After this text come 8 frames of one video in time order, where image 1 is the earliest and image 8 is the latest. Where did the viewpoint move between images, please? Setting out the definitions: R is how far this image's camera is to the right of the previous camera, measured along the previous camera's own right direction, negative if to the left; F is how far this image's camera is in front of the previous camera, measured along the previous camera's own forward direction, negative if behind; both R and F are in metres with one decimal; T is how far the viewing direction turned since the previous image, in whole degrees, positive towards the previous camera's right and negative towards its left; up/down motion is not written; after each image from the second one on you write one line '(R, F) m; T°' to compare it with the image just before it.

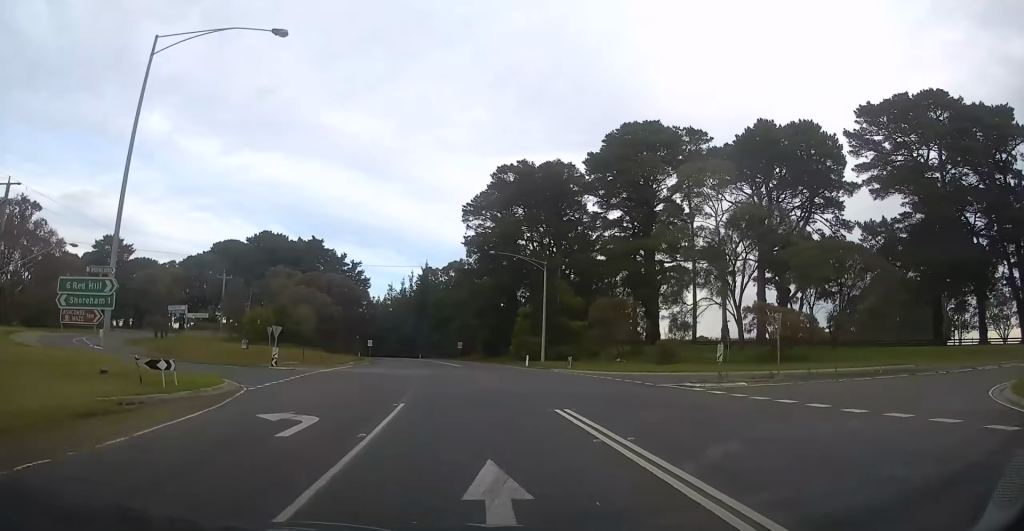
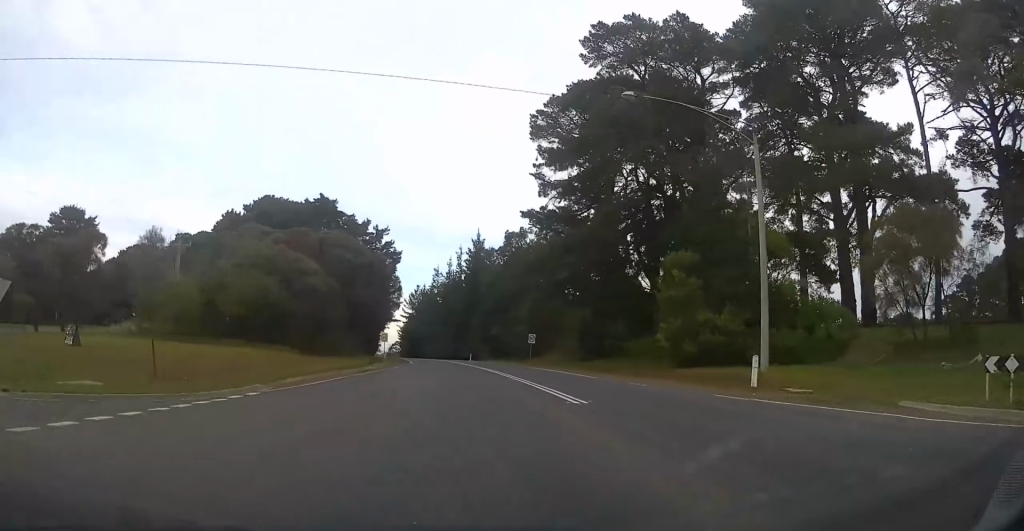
(-1.9, +36.7) m; -5°
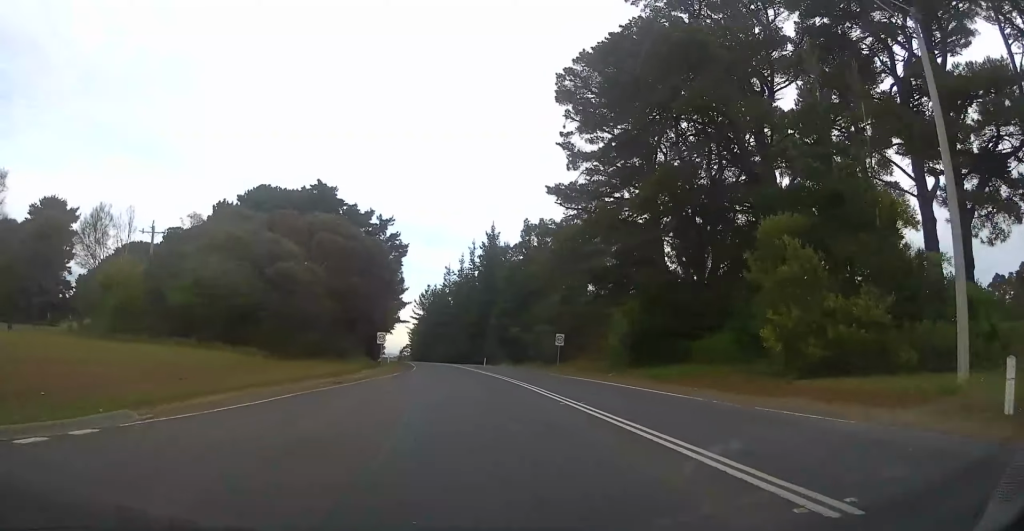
(0.0, +10.1) m; -1°
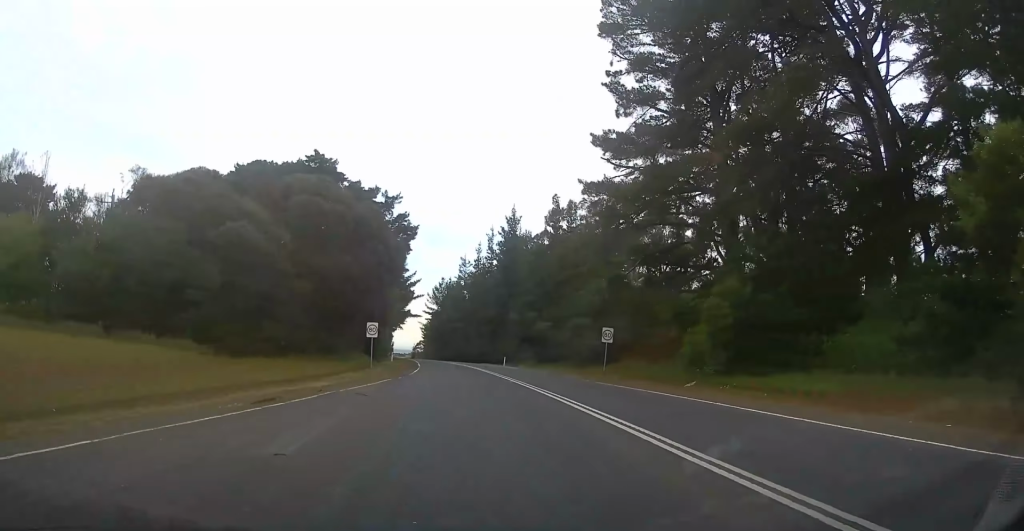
(+0.1, +10.8) m; -1°
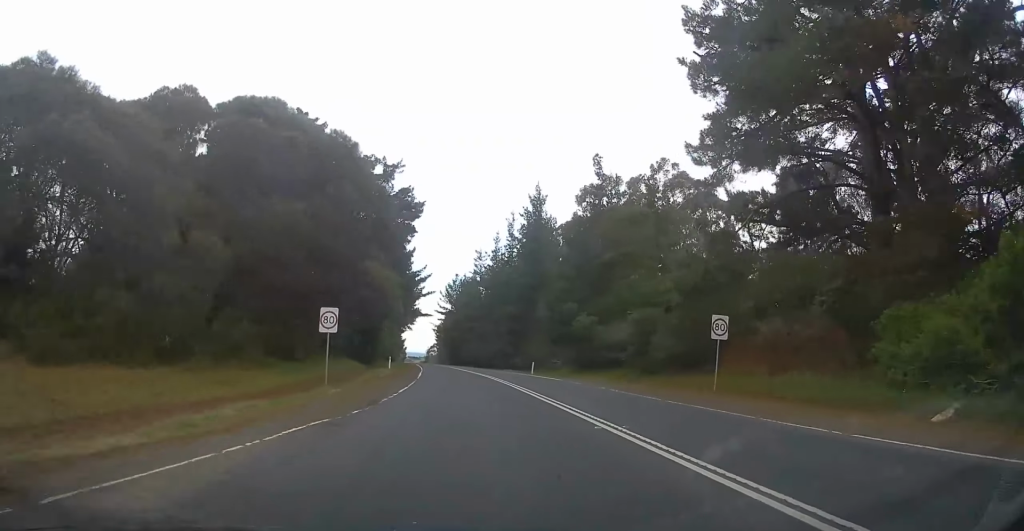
(-0.3, +15.1) m; -2°
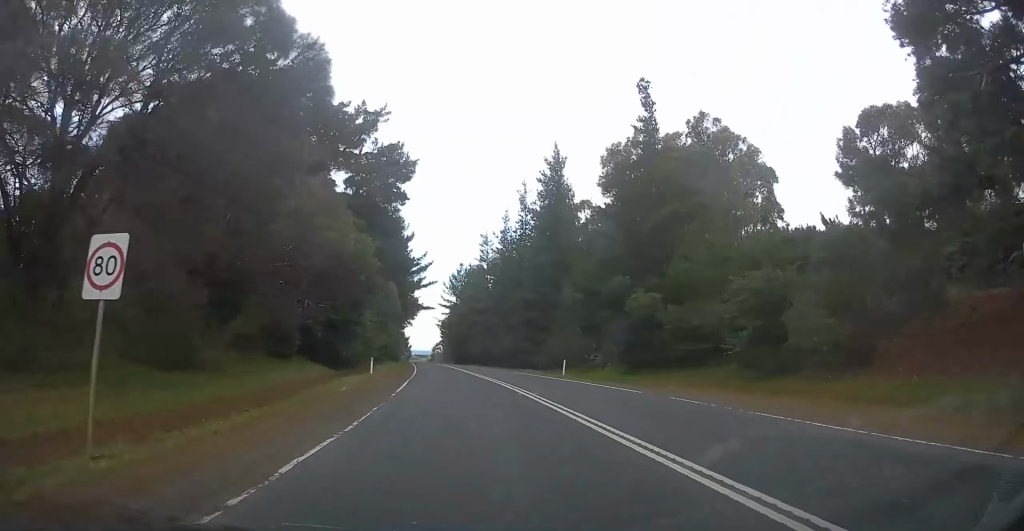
(-0.1, +13.5) m; -2°
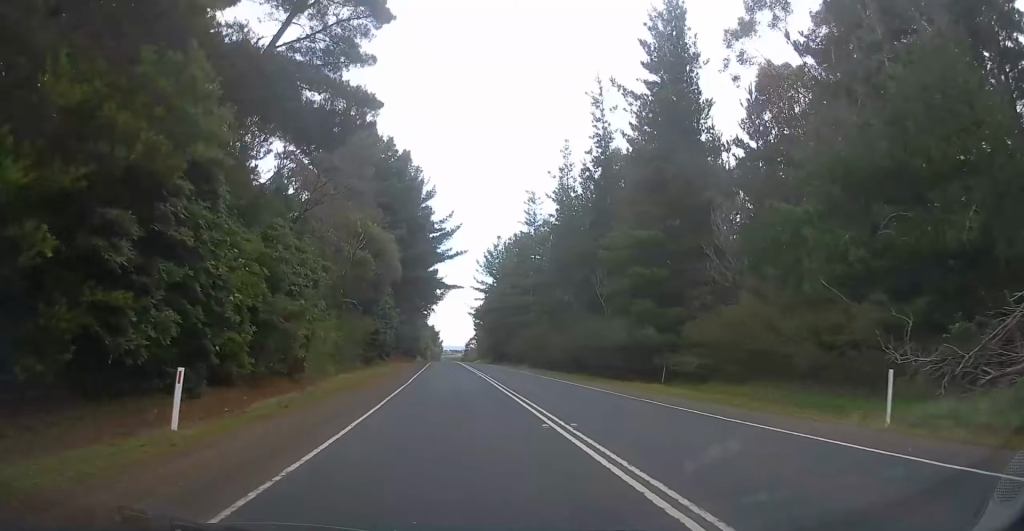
(-0.9, +30.8) m; -2°
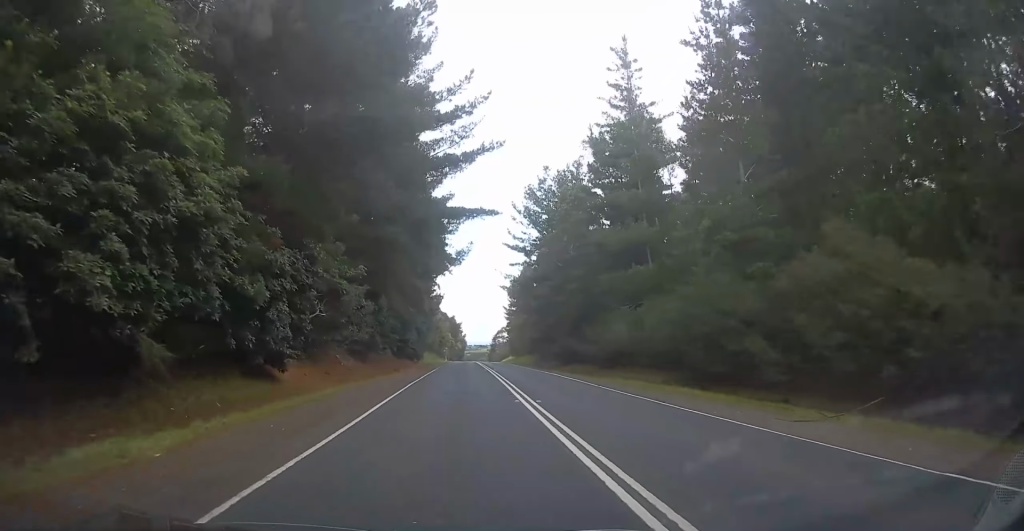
(-0.2, +41.0) m; -2°
